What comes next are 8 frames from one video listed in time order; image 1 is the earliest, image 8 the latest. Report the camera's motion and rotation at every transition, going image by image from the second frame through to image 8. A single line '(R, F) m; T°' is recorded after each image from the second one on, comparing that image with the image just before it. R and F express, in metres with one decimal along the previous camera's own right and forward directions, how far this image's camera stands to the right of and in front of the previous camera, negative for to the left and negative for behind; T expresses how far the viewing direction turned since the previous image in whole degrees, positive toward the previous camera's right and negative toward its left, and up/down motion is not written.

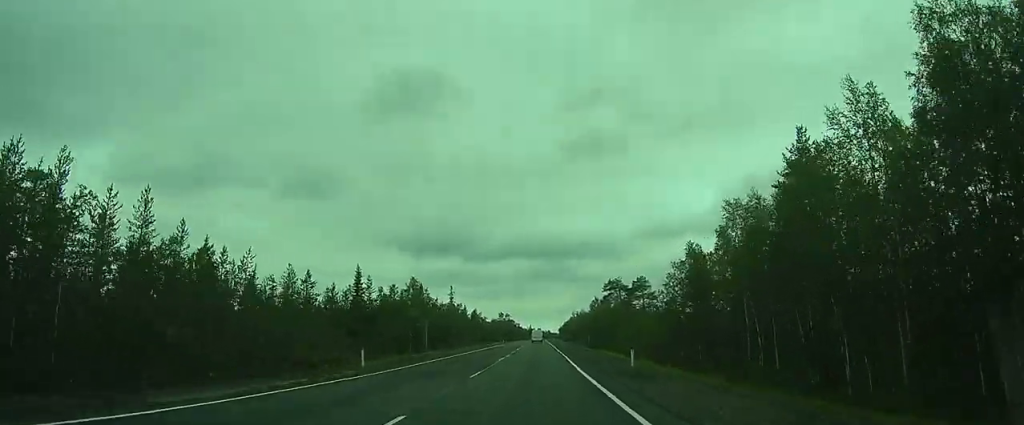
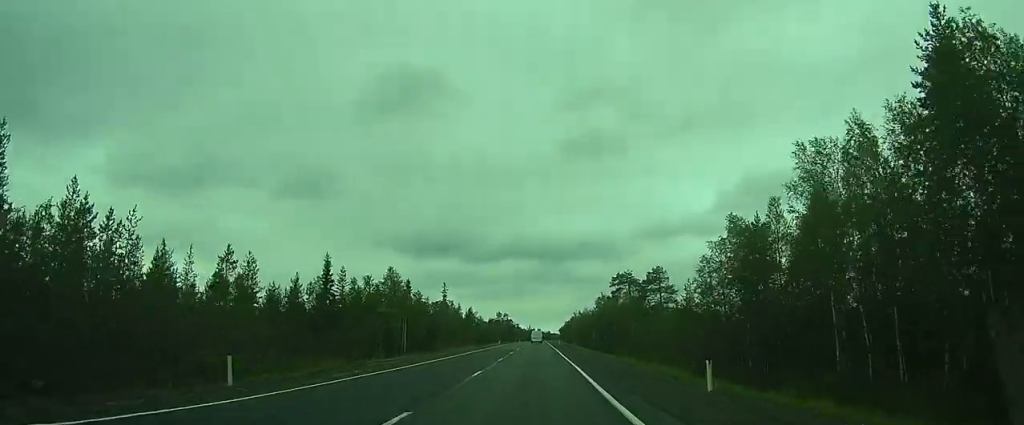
(-0.2, +11.1) m; +1°
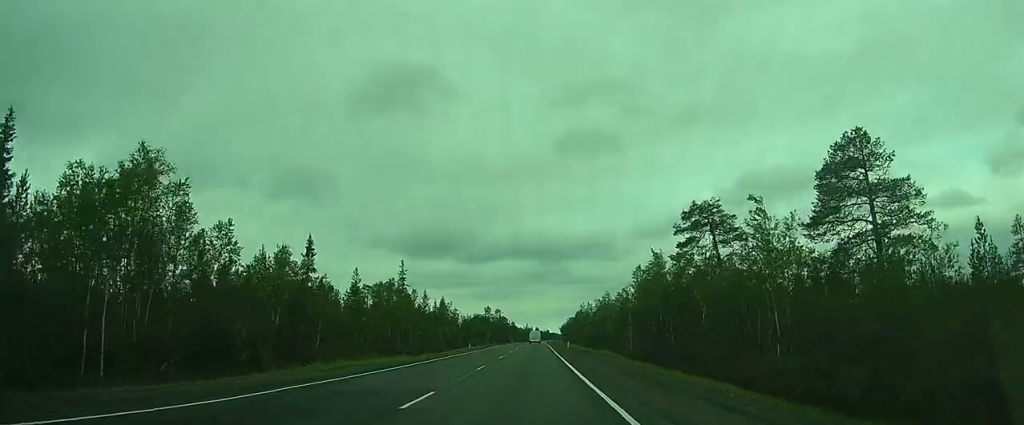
(+1.6, +43.2) m; +2°
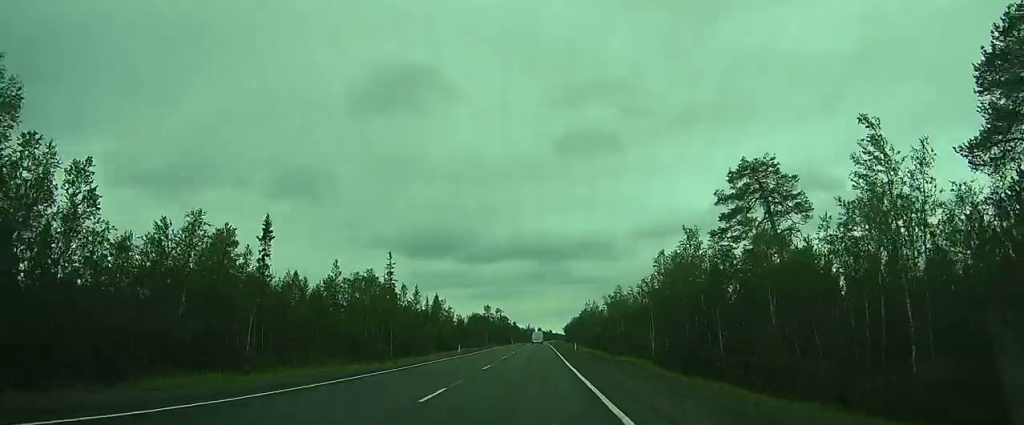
(+0.1, +10.2) m; 0°
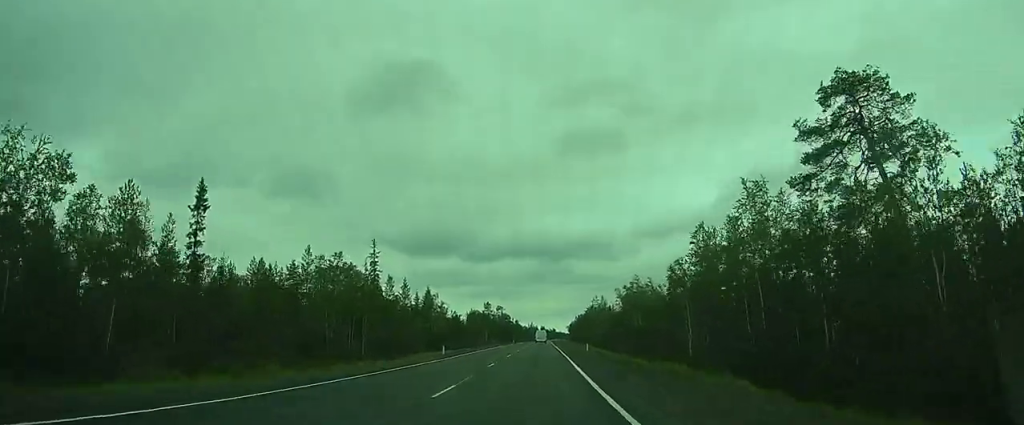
(-0.2, +11.0) m; 0°
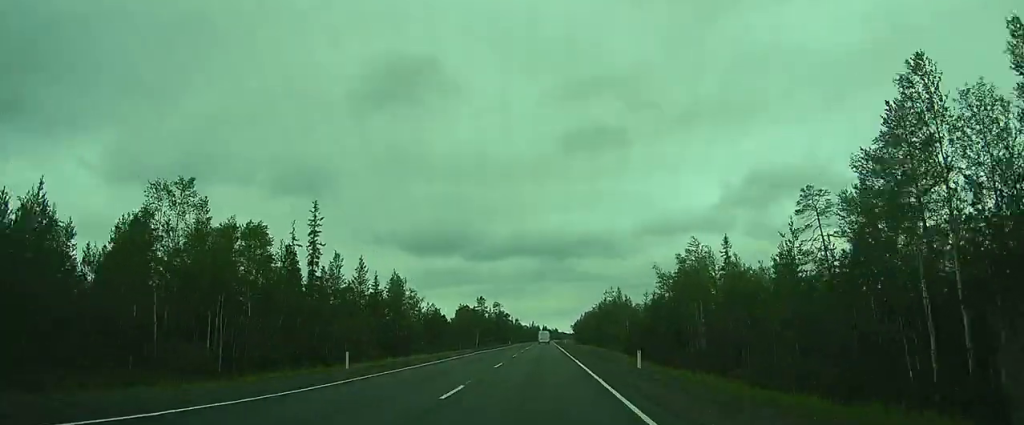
(-0.2, +23.6) m; -1°
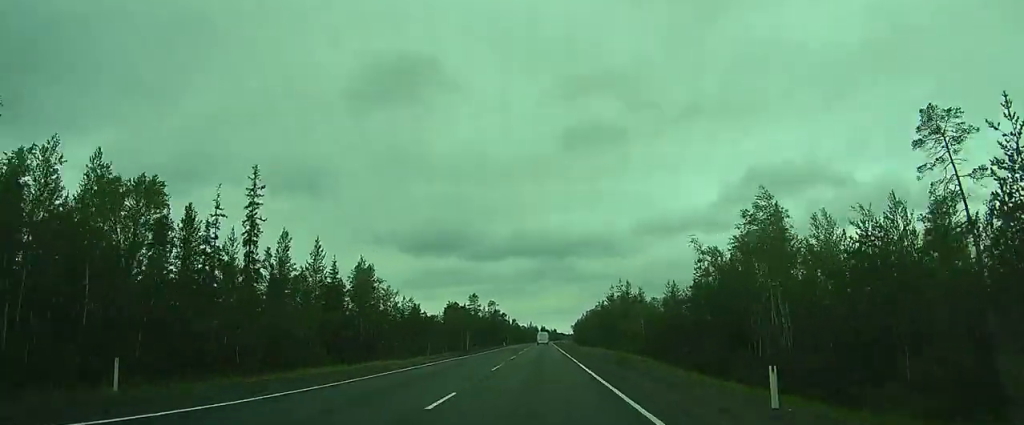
(+0.2, +13.4) m; 0°
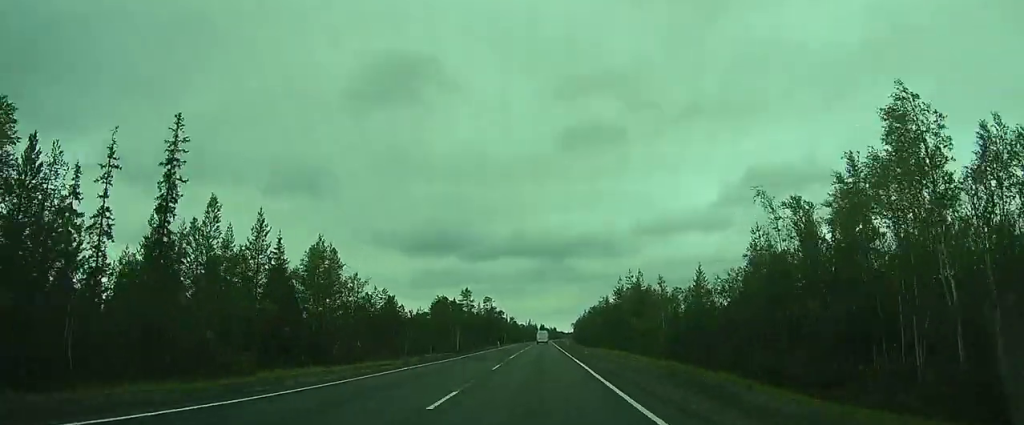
(-0.3, +11.8) m; -1°
